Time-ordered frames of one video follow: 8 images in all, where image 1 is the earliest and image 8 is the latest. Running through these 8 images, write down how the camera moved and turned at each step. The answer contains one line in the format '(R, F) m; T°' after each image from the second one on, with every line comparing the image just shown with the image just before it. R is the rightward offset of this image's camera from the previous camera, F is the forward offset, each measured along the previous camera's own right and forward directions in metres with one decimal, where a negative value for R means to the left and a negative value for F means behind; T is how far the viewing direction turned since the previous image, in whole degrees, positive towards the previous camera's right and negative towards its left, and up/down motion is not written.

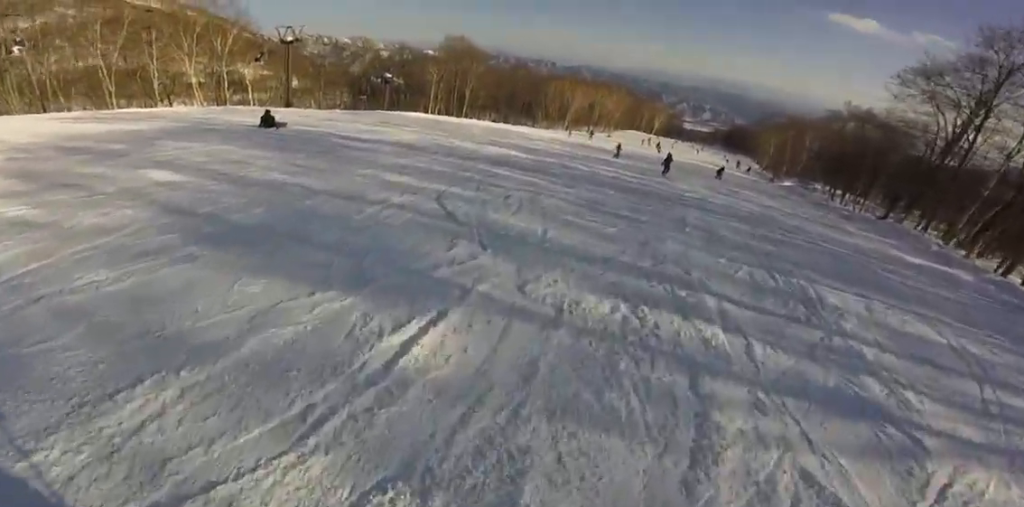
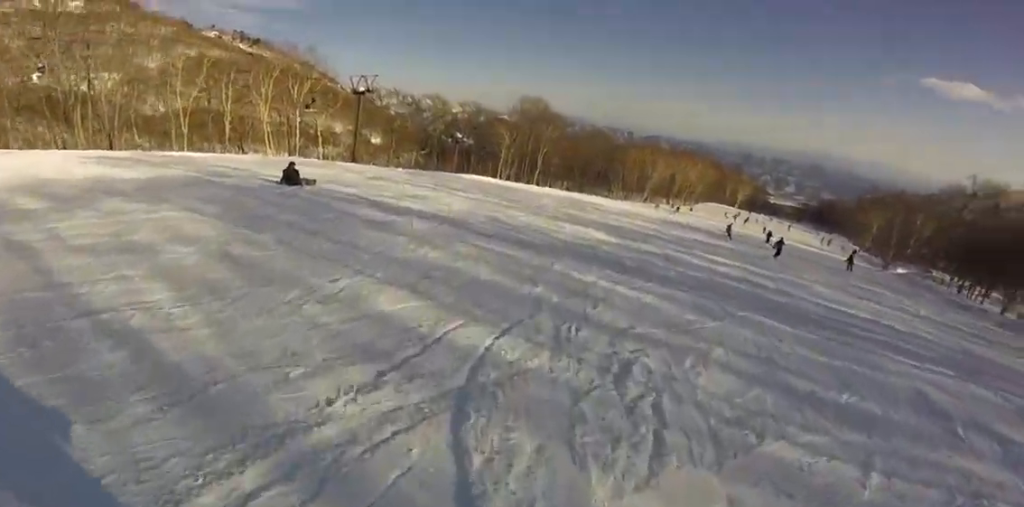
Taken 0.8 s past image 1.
(+1.2, +4.8) m; +1°
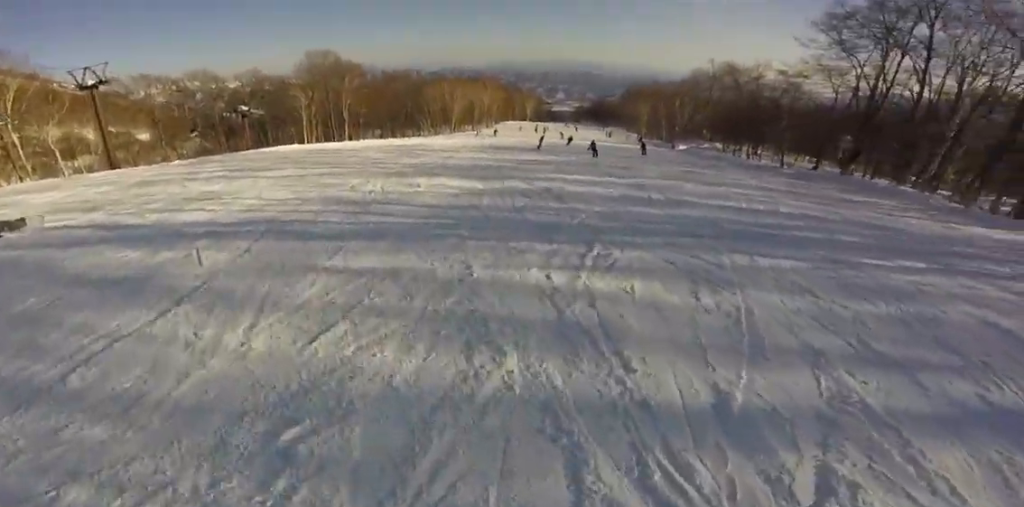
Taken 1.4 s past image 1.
(0.0, +3.6) m; +3°
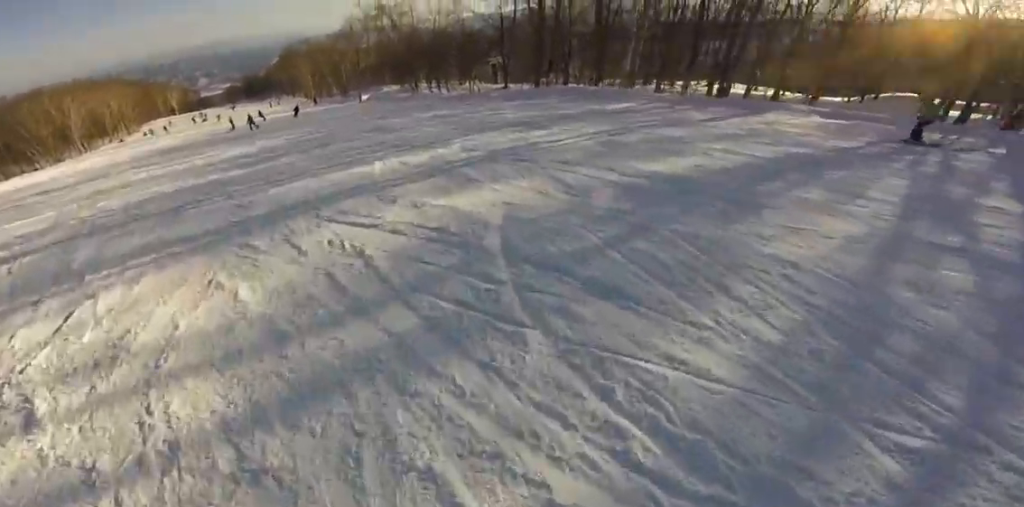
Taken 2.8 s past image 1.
(+1.1, +7.7) m; +28°
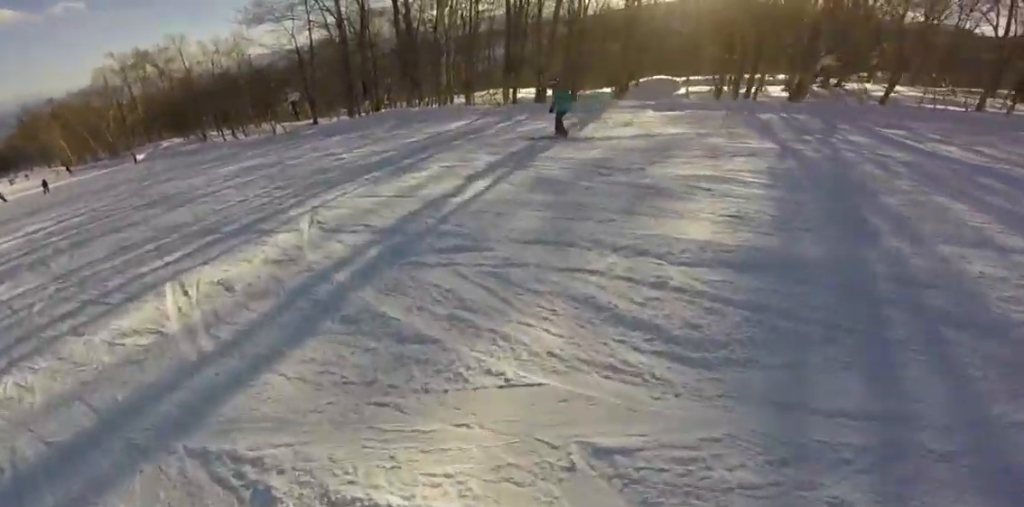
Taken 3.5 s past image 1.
(+0.6, +4.2) m; +8°
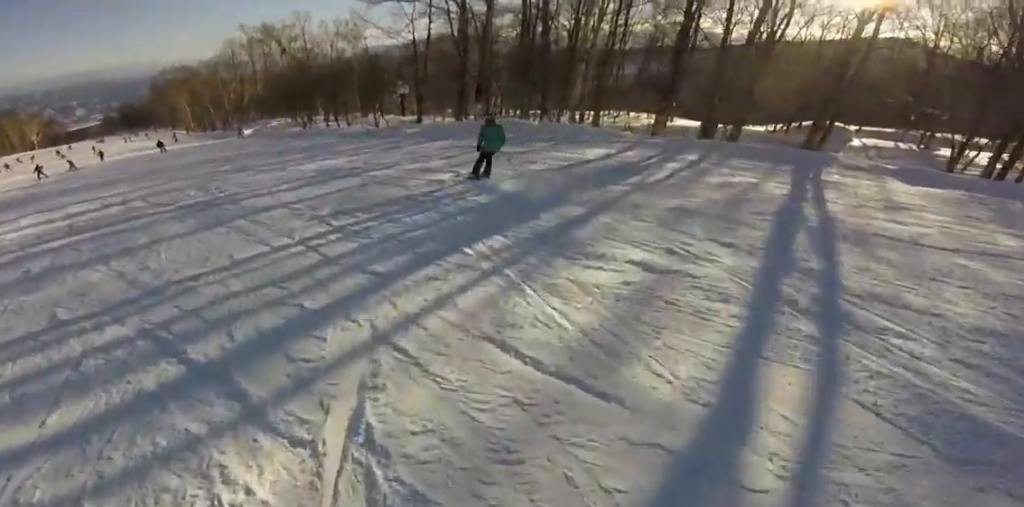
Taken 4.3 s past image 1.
(0.0, +4.7) m; -2°
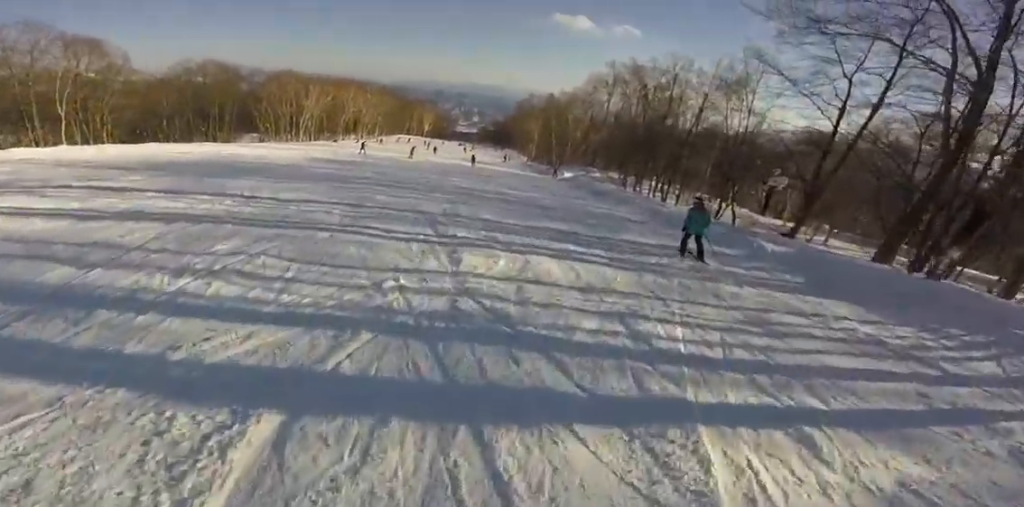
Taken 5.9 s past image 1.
(-1.4, +9.5) m; -17°
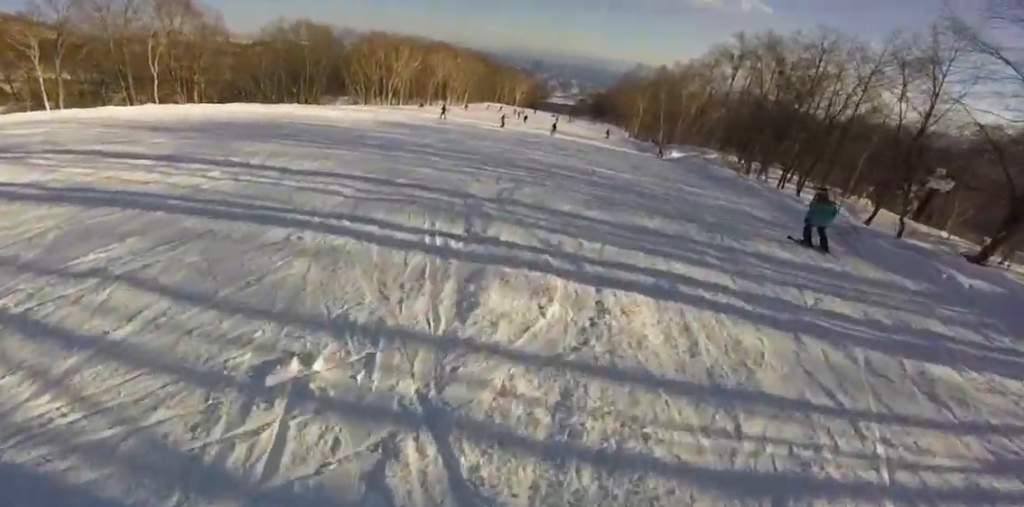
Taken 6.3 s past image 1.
(-0.1, +2.8) m; -4°
